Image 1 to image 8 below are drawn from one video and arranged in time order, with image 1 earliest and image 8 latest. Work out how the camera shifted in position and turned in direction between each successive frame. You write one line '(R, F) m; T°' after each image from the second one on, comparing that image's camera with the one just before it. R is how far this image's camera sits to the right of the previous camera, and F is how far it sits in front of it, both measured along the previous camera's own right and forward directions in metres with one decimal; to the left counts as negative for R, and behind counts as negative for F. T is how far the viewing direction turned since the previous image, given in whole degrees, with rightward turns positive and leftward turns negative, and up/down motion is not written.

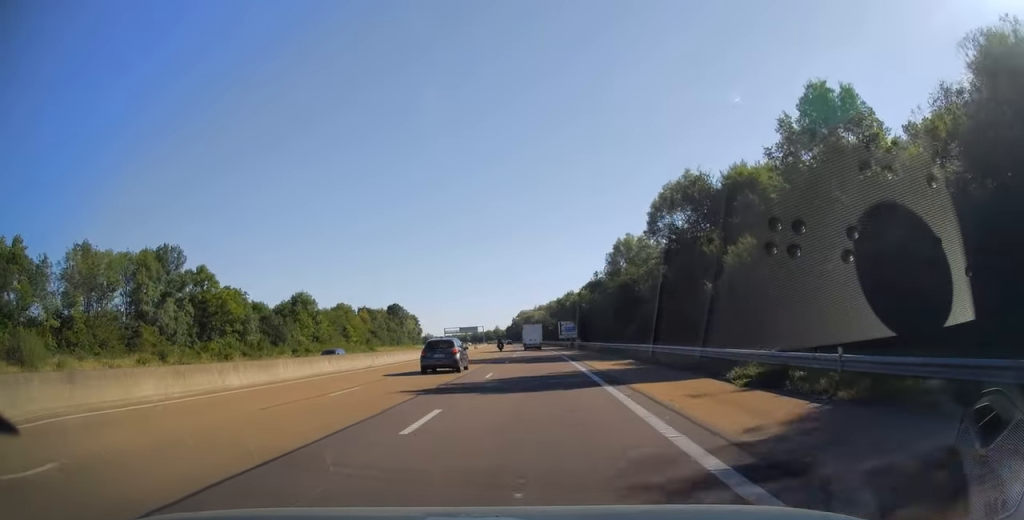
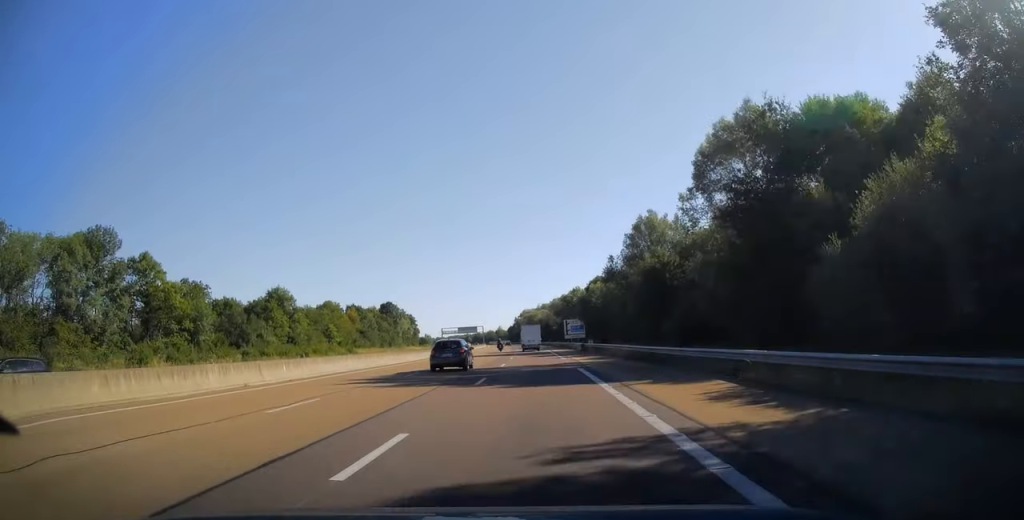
(0.0, +15.9) m; 0°
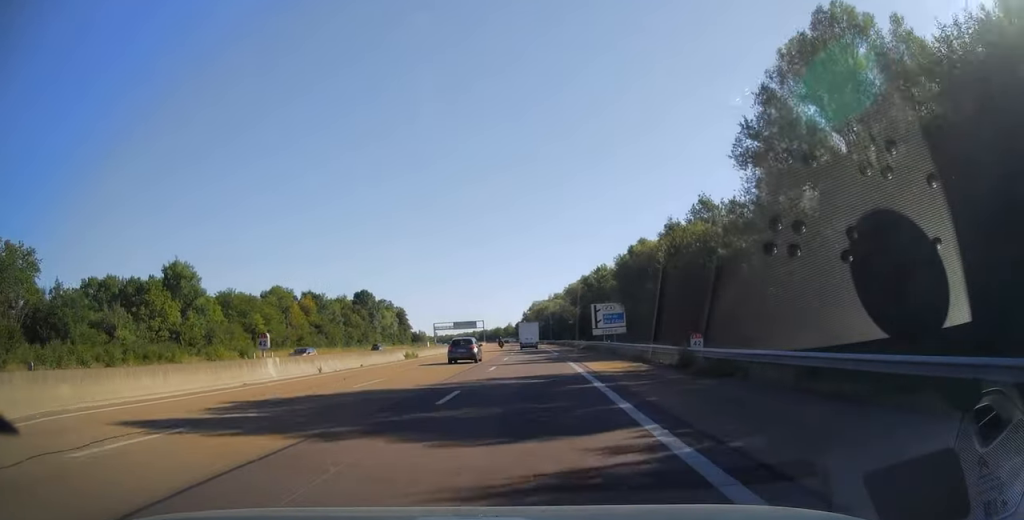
(-0.2, +45.2) m; -1°
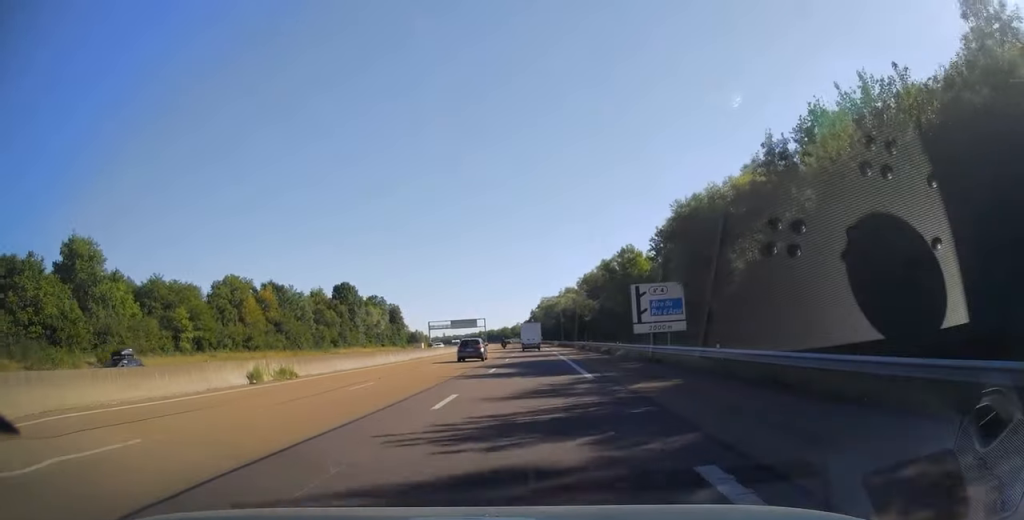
(-0.3, +26.7) m; -1°
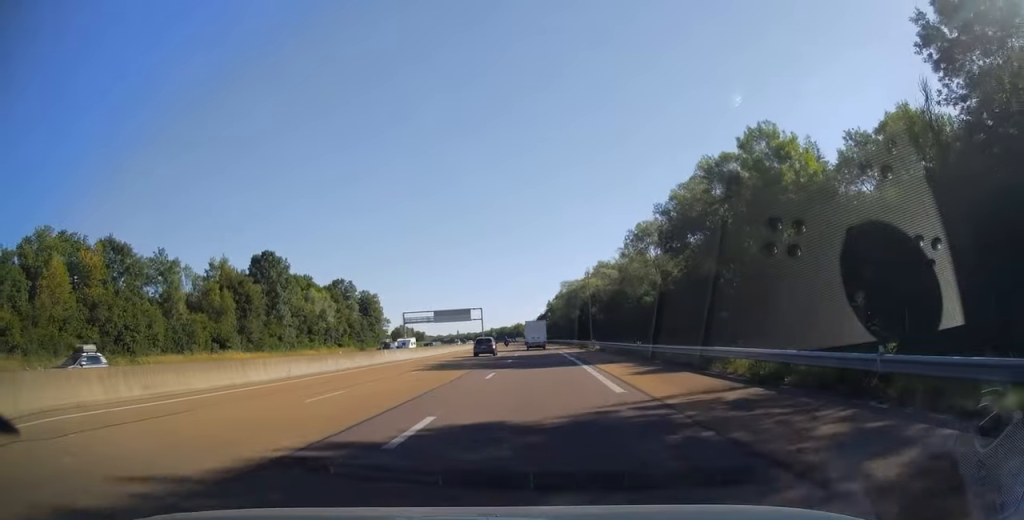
(-1.1, +56.6) m; -2°
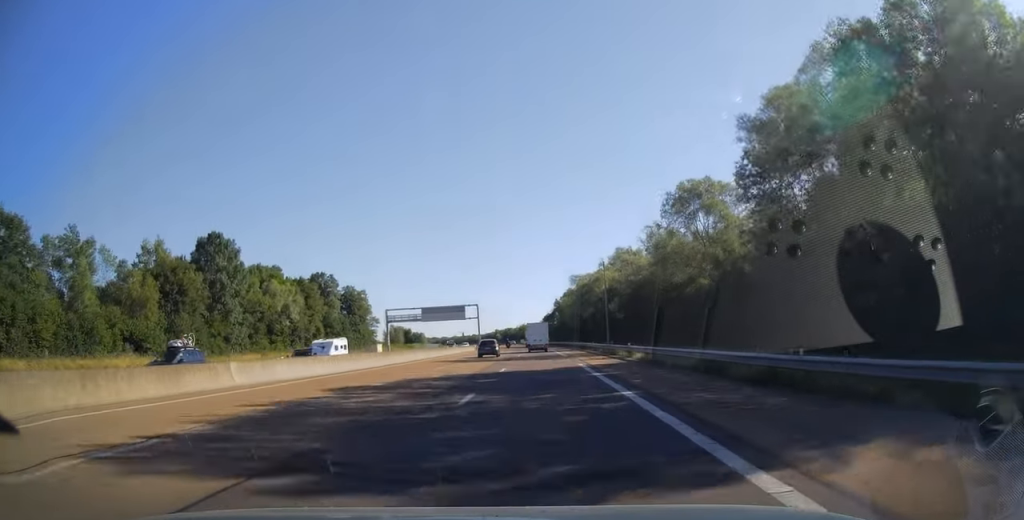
(-0.2, +21.1) m; 0°
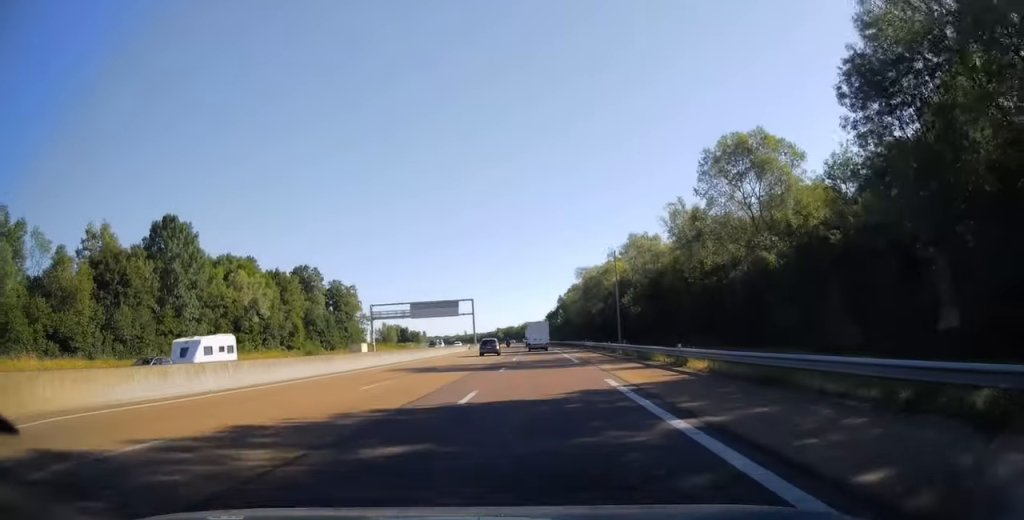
(0.0, +12.8) m; 0°
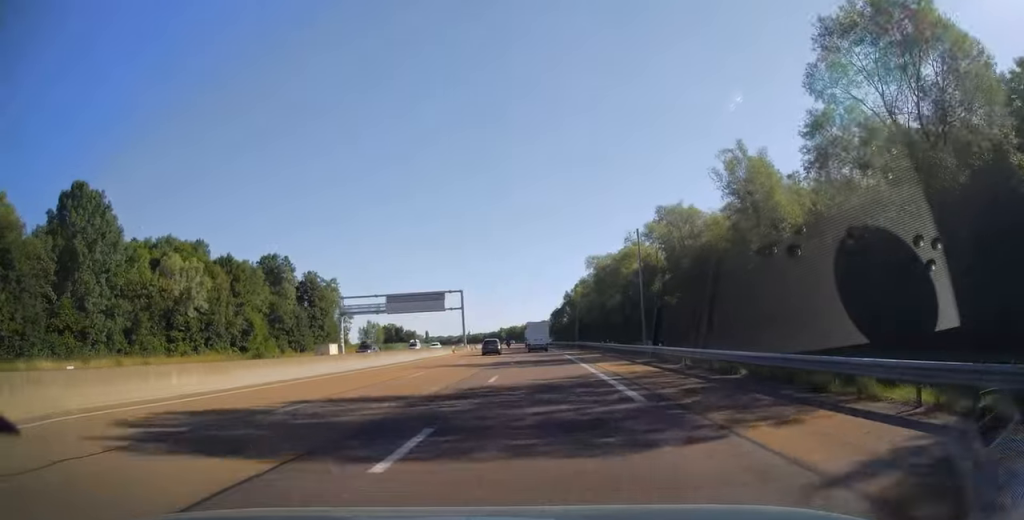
(0.0, +19.5) m; 0°
